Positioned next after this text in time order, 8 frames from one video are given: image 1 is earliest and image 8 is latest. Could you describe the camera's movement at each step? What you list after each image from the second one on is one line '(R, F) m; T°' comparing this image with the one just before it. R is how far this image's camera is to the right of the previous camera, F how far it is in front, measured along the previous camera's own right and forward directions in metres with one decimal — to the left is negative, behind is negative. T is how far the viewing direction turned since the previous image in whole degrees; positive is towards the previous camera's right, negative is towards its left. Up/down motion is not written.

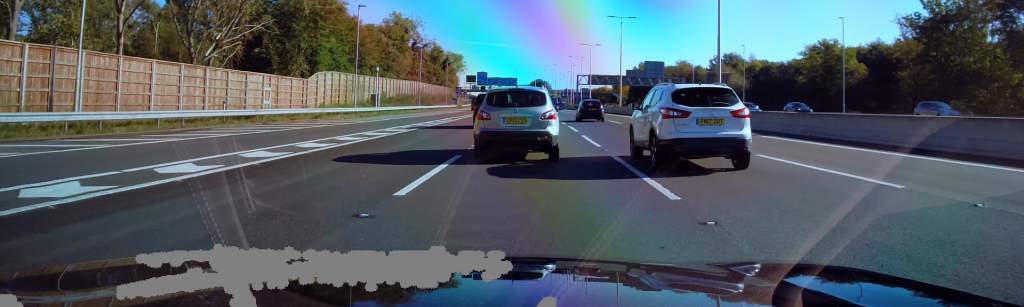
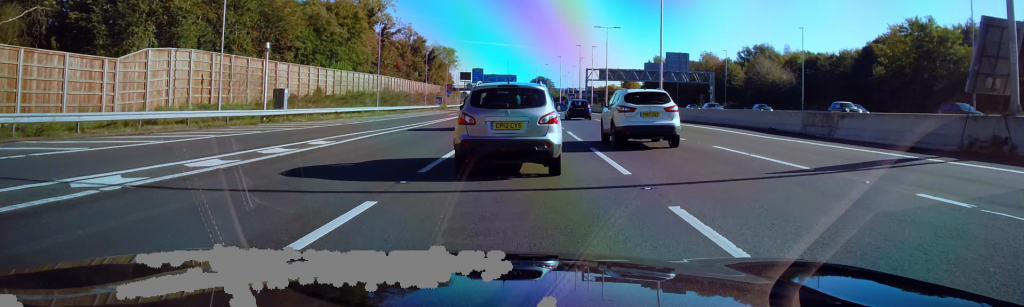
(+0.3, +26.5) m; 0°
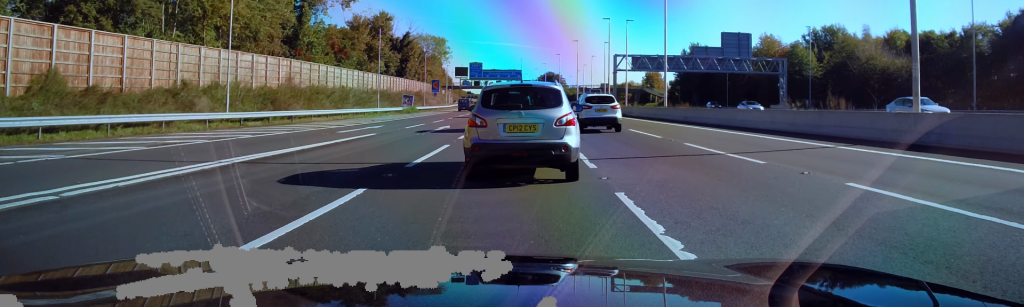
(-0.7, +38.6) m; -1°
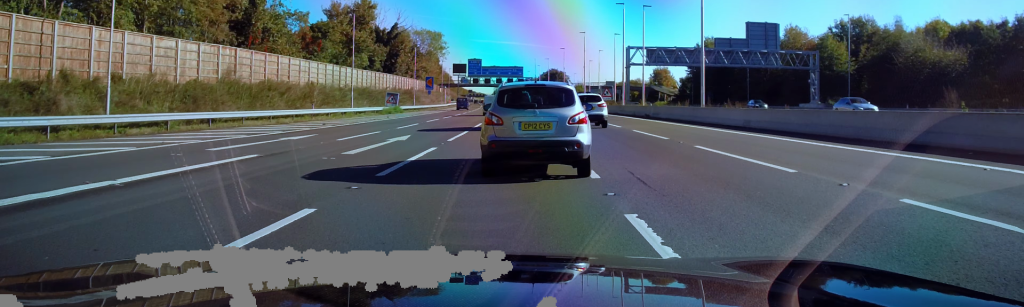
(0.0, +11.5) m; 0°
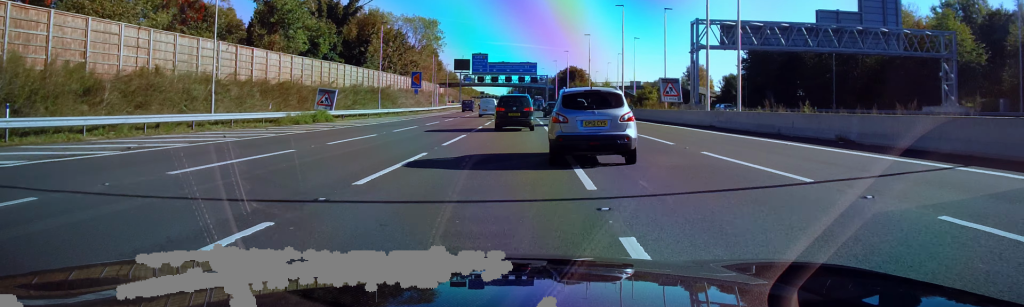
(0.0, +30.4) m; -1°
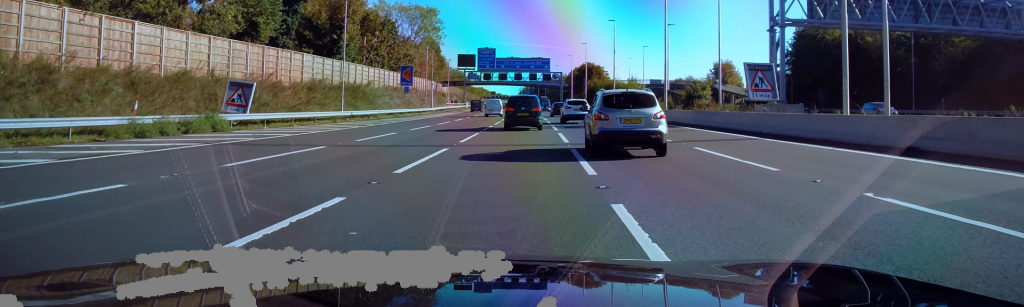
(-0.2, +17.6) m; -1°
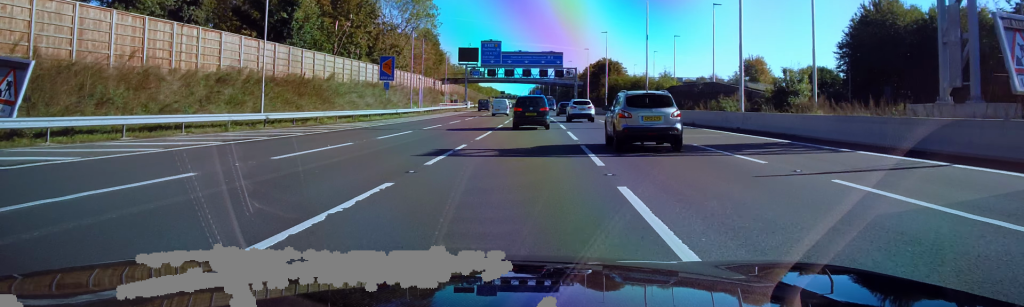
(-0.2, +17.5) m; -1°
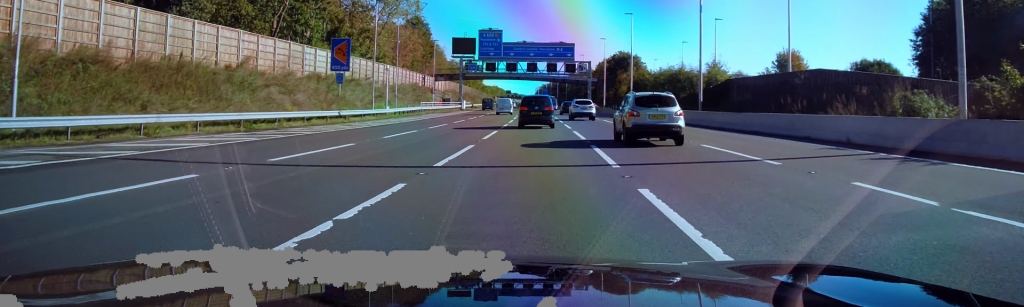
(0.0, +20.1) m; -1°
